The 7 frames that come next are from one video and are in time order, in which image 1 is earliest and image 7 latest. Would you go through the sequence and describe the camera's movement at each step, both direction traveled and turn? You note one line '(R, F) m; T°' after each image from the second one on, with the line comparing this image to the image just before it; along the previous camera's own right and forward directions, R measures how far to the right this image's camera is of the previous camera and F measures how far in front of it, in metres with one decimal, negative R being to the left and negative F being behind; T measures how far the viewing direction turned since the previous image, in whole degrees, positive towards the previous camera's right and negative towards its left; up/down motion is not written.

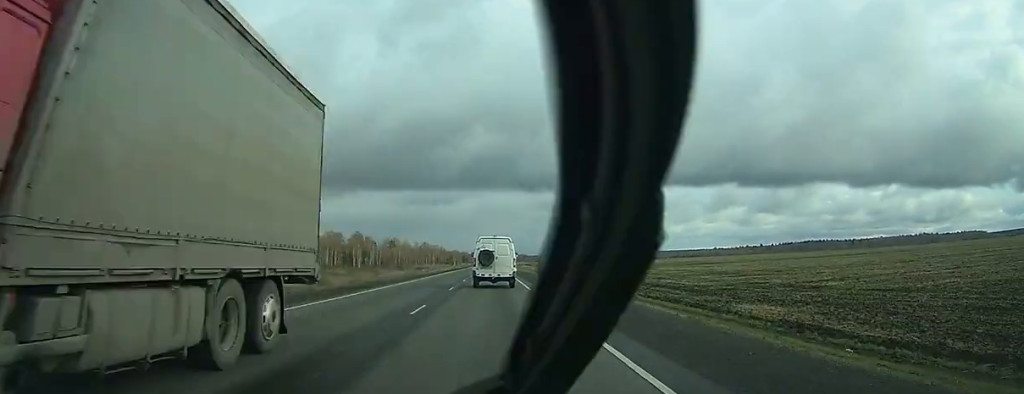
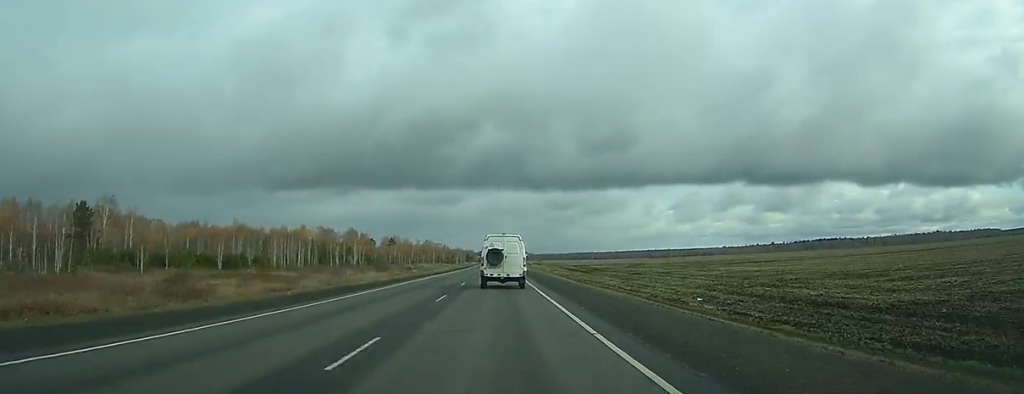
(-0.1, +30.0) m; 0°
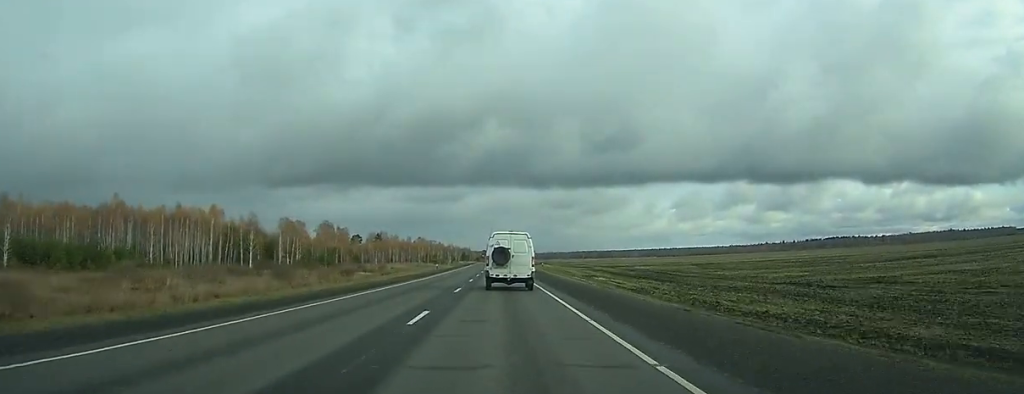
(0.0, +53.9) m; 0°
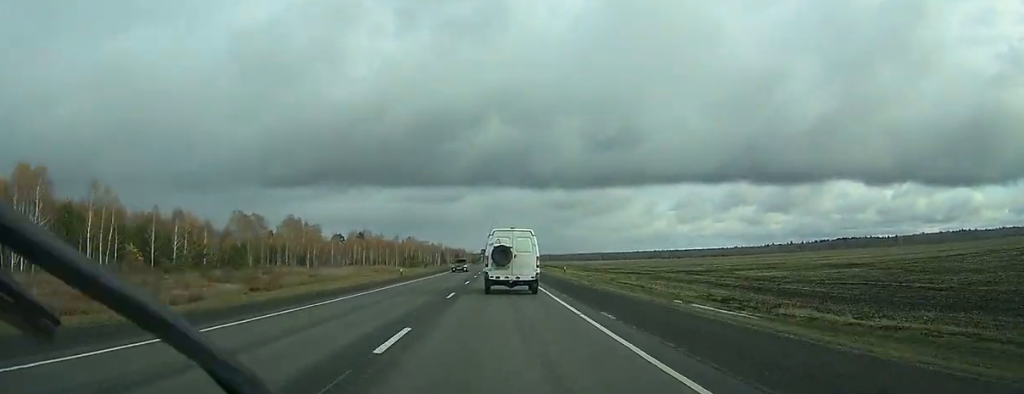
(-0.1, +53.1) m; 0°
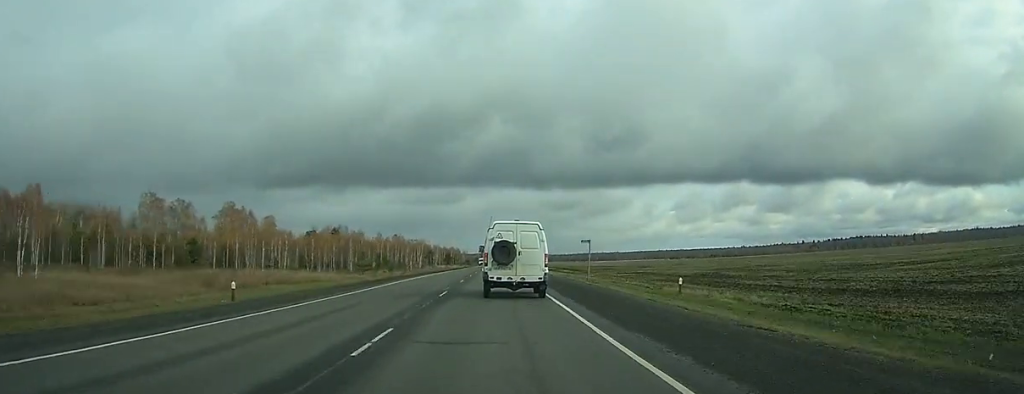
(-0.2, +60.5) m; 0°
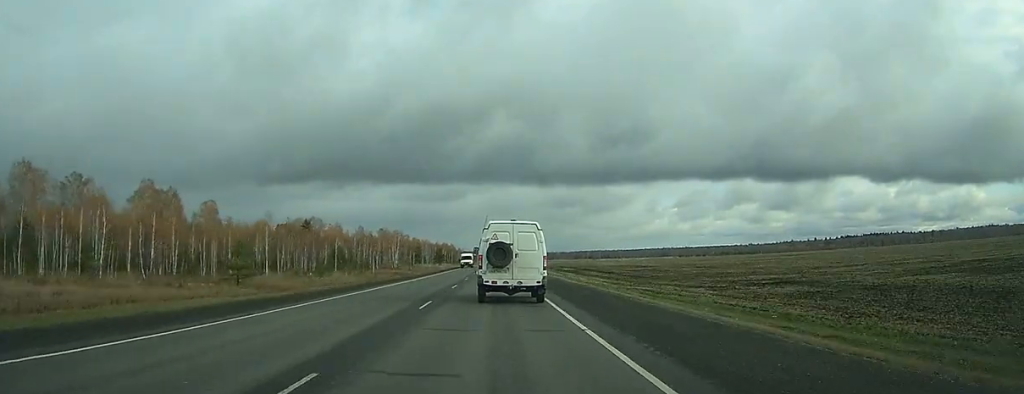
(+0.2, +50.6) m; 0°
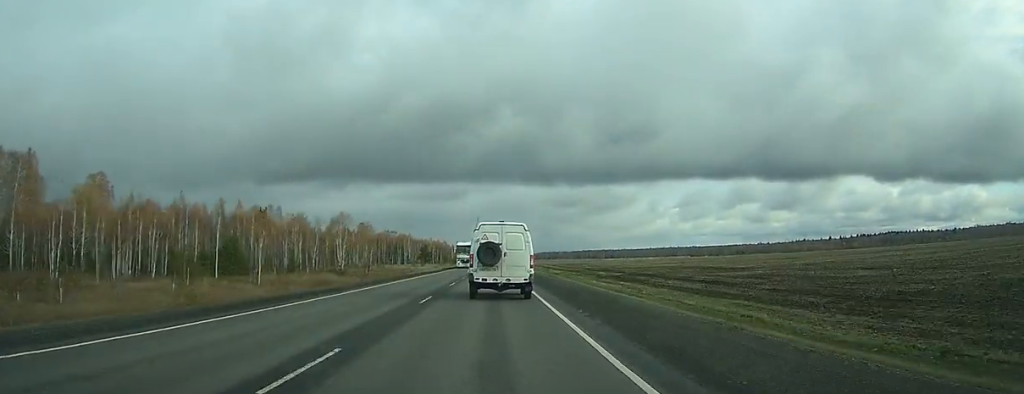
(-0.6, +57.0) m; -1°
